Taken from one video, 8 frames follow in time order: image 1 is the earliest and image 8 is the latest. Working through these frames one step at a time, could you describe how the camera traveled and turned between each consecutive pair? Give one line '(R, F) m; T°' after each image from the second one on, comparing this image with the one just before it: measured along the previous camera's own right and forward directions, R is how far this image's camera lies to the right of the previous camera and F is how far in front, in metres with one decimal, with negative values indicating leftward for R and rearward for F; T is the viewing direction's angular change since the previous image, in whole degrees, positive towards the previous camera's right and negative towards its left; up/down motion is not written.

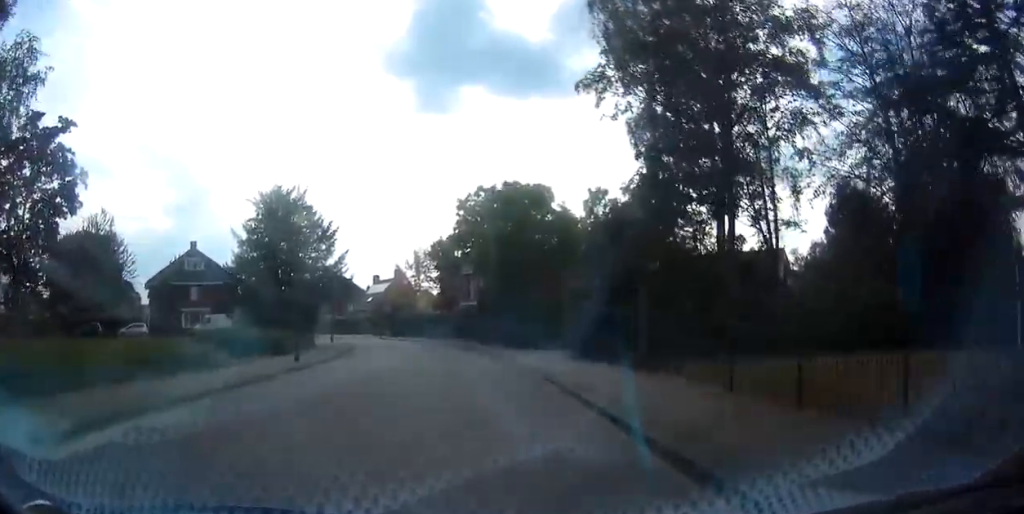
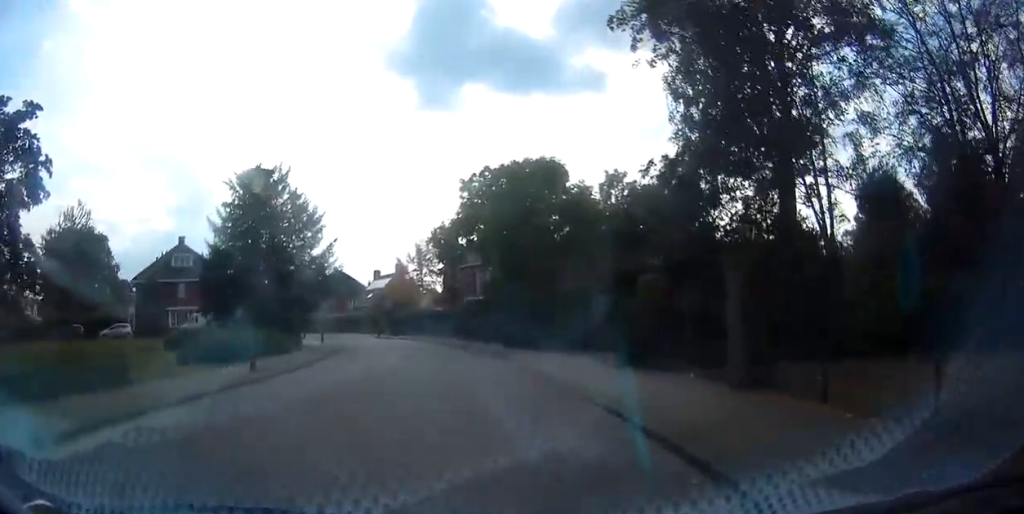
(0.0, +4.3) m; 0°
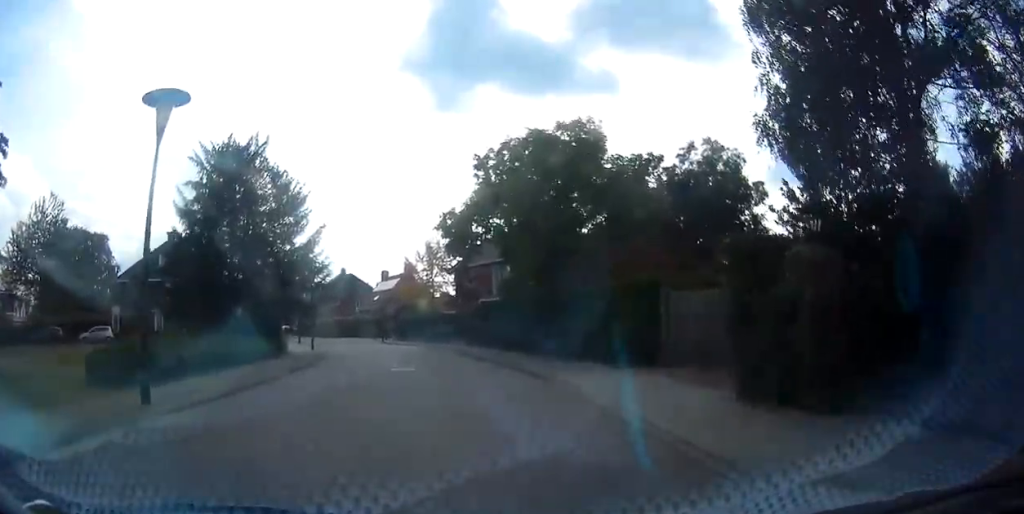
(0.0, +5.6) m; 0°
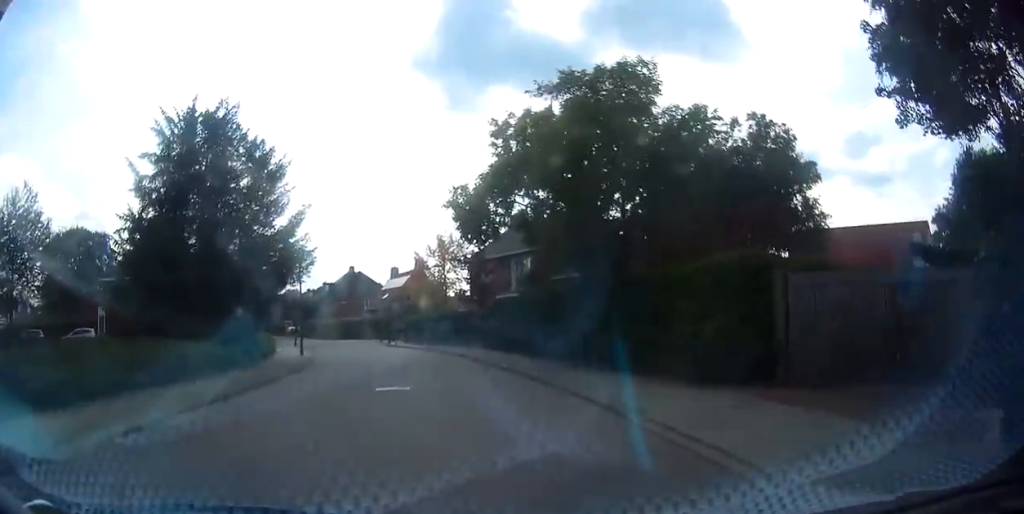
(0.0, +4.8) m; 0°
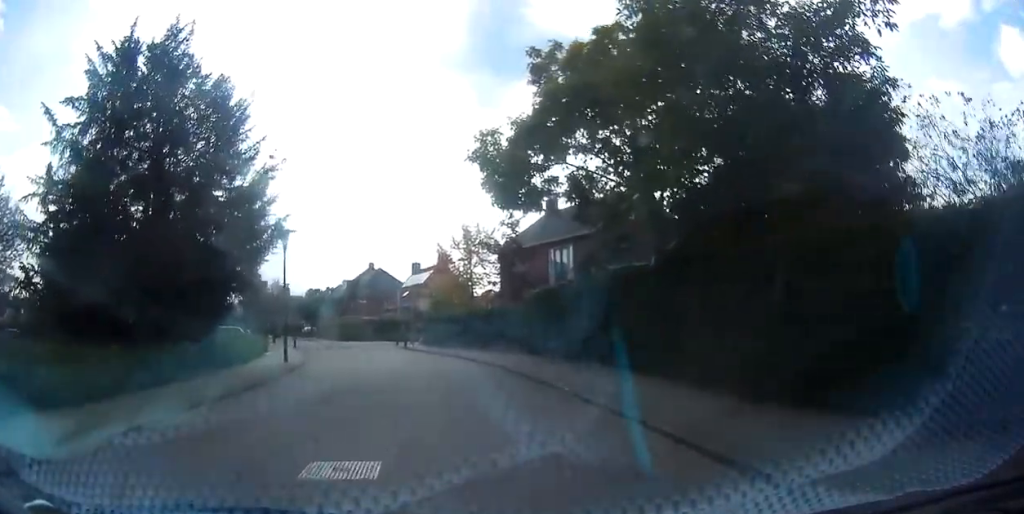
(0.0, +6.1) m; 0°
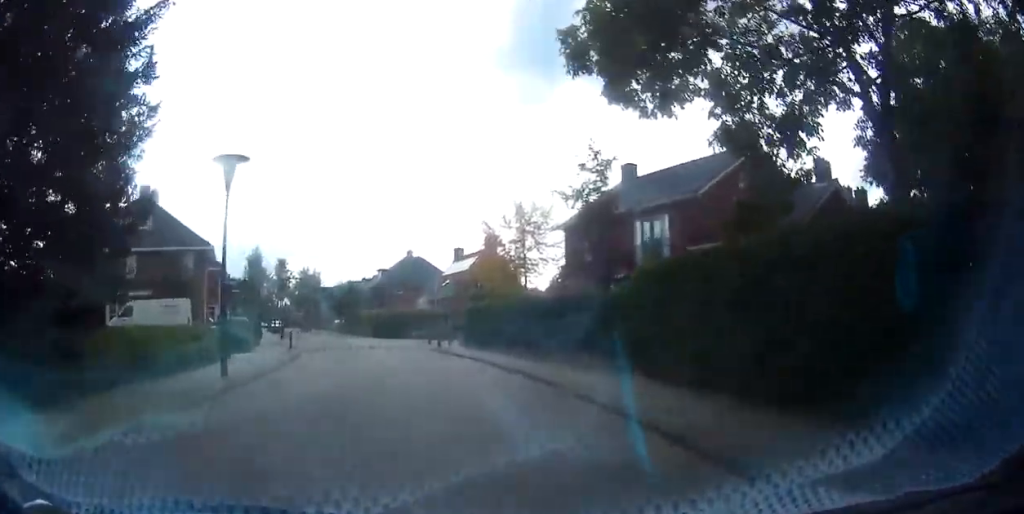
(0.0, +8.8) m; 0°
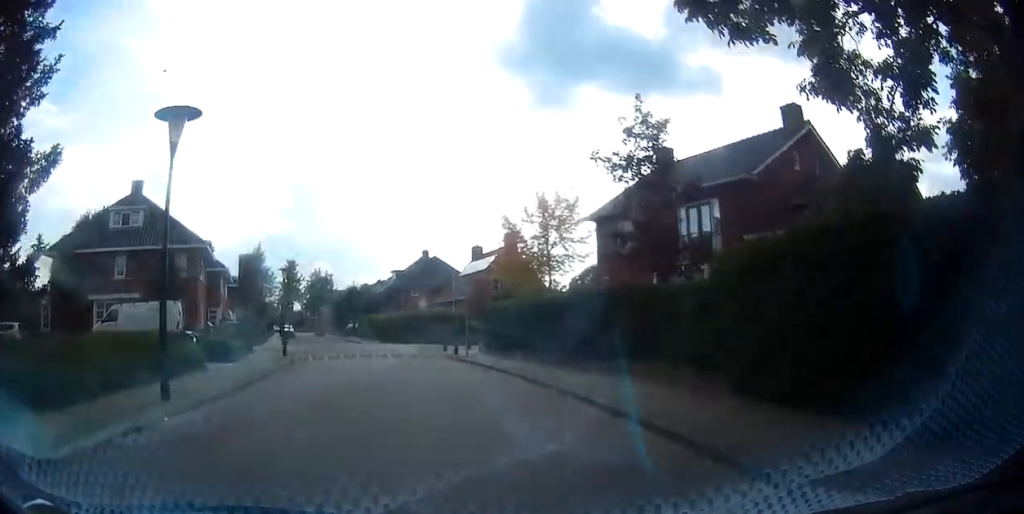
(0.0, +3.3) m; 0°
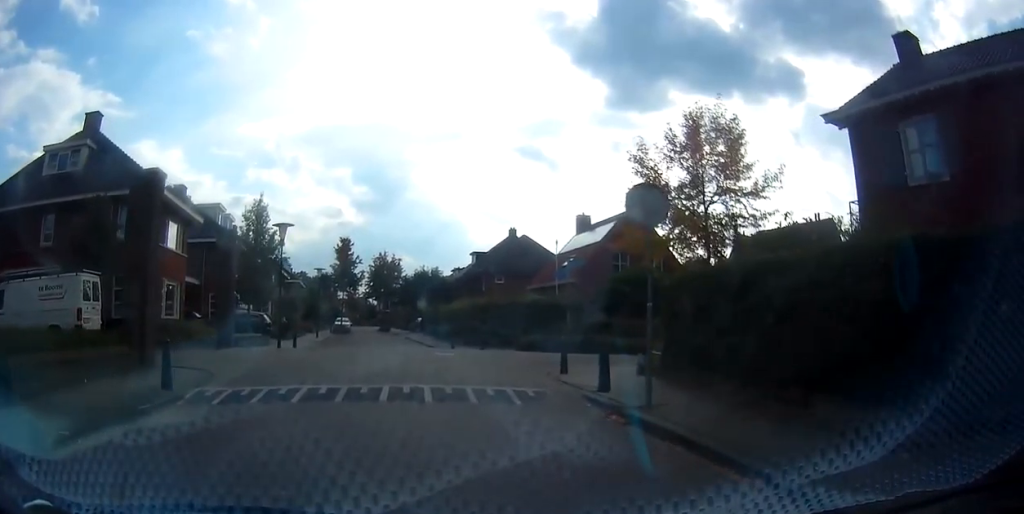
(0.0, +14.5) m; 0°
